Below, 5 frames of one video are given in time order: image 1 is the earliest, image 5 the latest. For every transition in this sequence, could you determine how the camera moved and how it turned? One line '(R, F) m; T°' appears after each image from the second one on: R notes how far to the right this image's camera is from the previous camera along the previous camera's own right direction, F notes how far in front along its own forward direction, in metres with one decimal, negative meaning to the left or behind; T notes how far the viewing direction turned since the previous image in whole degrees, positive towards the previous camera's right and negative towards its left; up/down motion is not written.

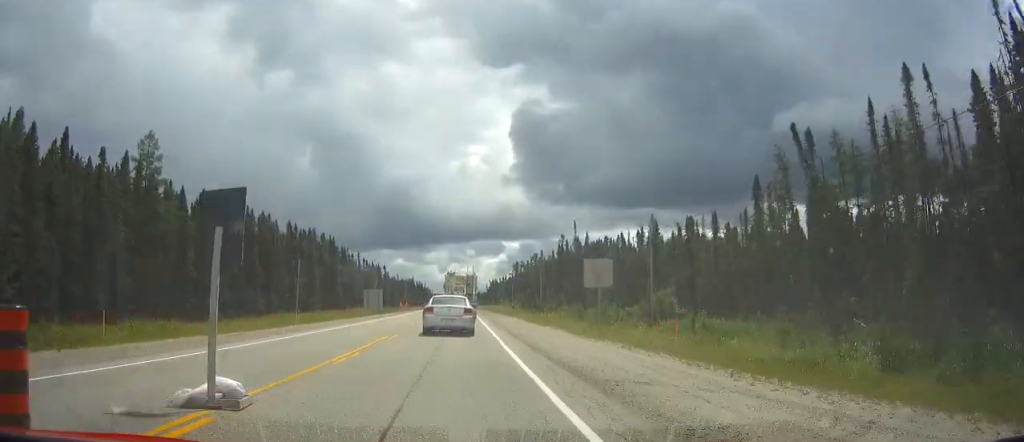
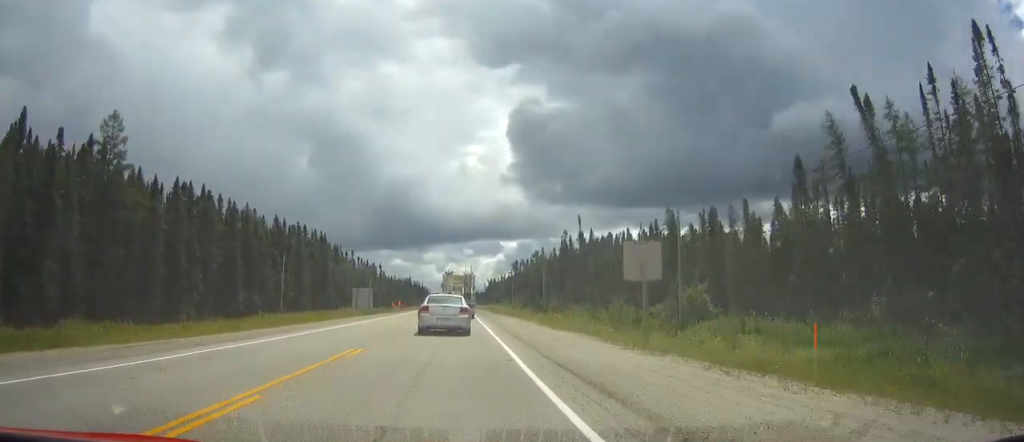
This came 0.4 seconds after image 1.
(0.0, +7.6) m; 0°
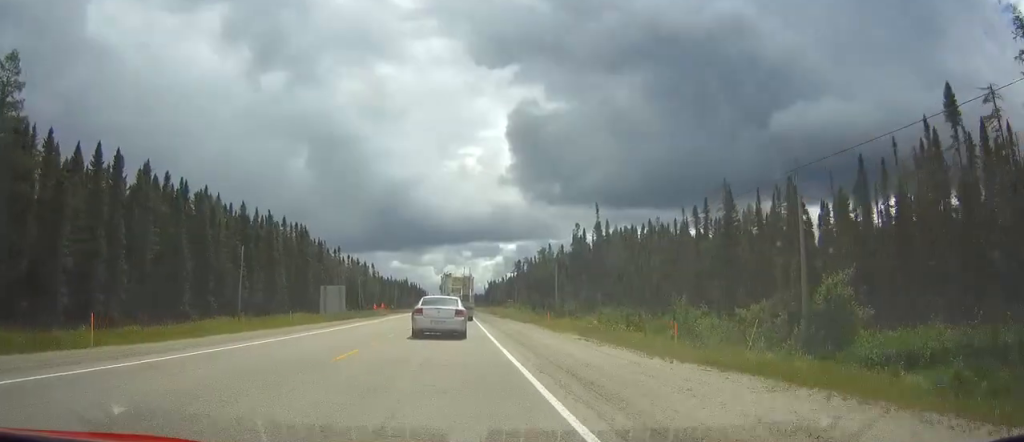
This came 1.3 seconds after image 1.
(0.0, +17.4) m; 0°
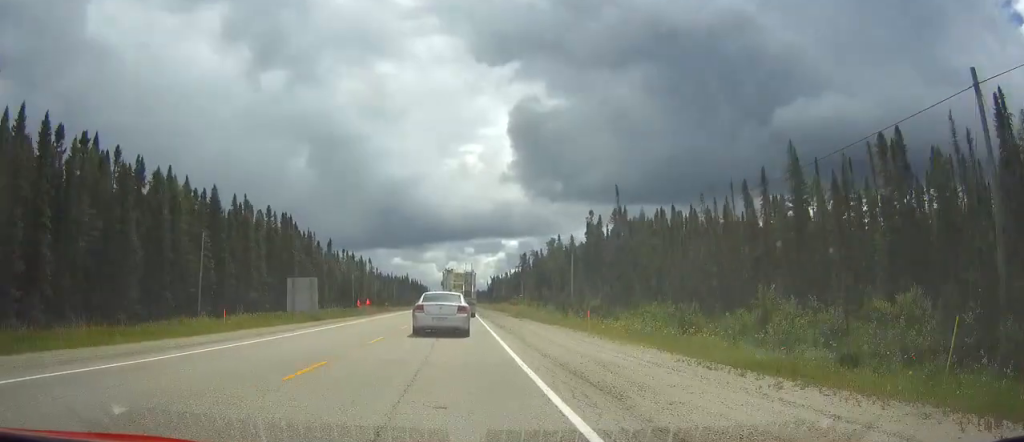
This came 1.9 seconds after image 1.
(0.0, +12.4) m; 0°
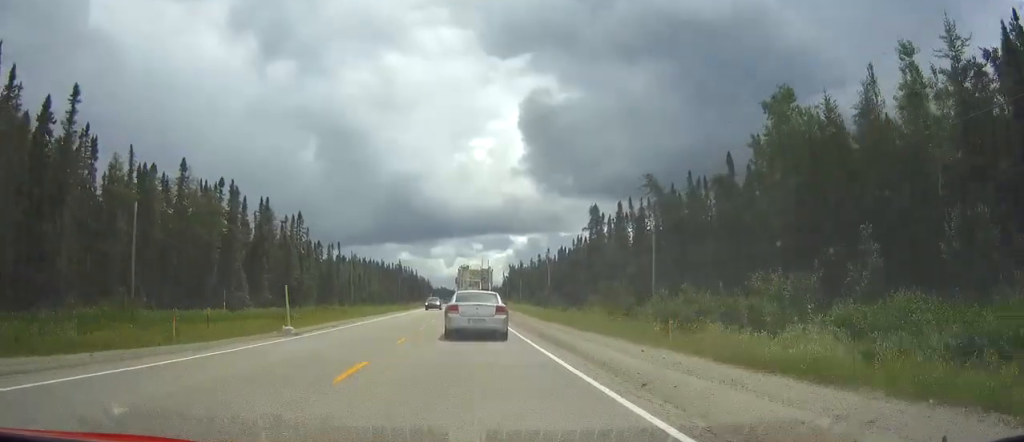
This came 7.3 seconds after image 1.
(-2.1, +108.0) m; -1°
